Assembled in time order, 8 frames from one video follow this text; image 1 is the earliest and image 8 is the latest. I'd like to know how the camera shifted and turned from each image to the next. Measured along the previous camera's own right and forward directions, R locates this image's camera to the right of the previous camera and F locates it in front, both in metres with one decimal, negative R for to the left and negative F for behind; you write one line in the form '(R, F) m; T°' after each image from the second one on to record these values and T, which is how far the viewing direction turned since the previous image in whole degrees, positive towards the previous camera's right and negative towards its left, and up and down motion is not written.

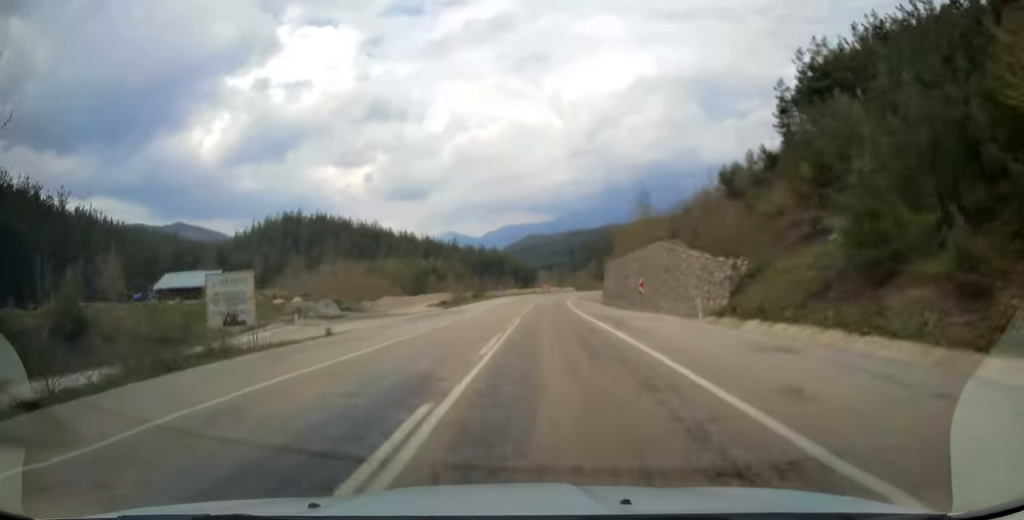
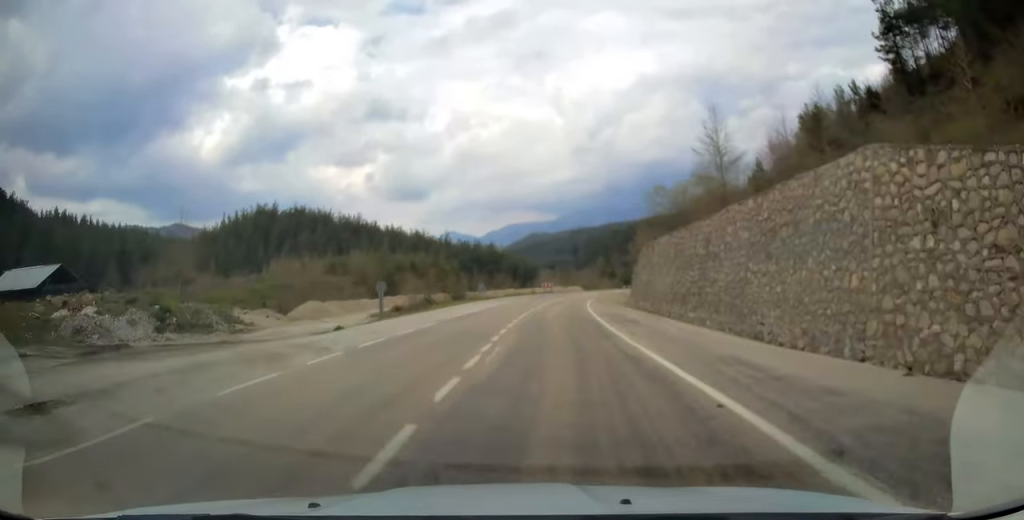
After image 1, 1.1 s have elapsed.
(-0.3, +29.5) m; 0°
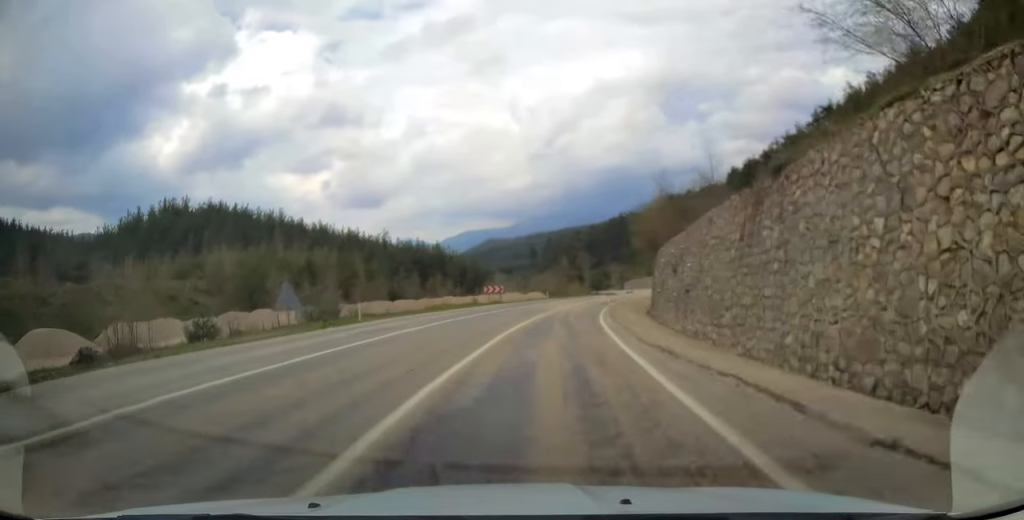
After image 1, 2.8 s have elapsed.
(+1.3, +42.0) m; +4°
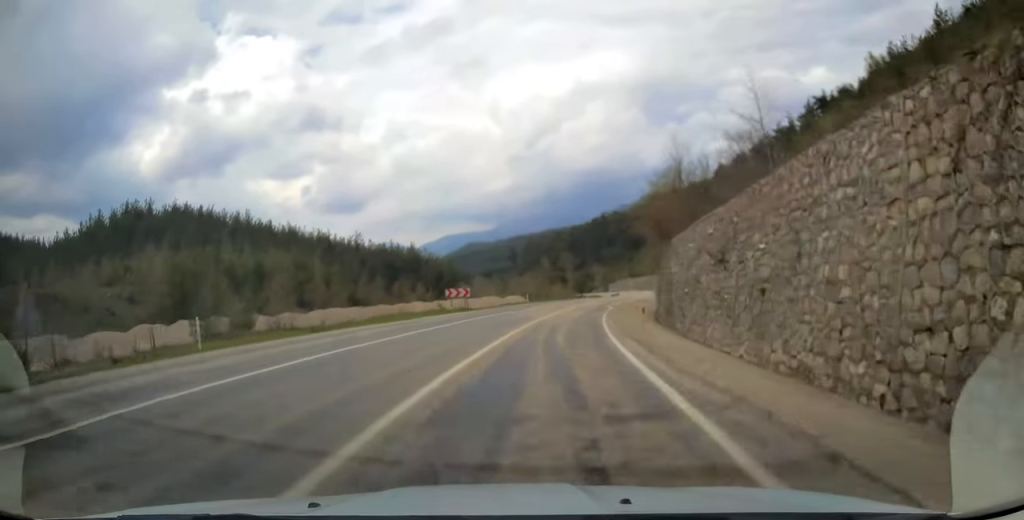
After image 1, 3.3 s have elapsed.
(+0.1, +12.3) m; +2°
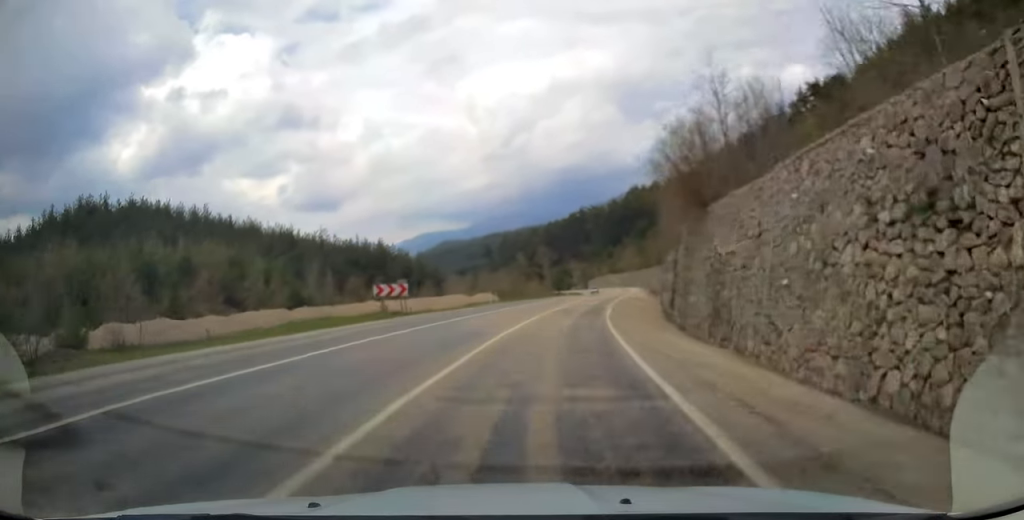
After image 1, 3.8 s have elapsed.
(+0.3, +13.8) m; +2°
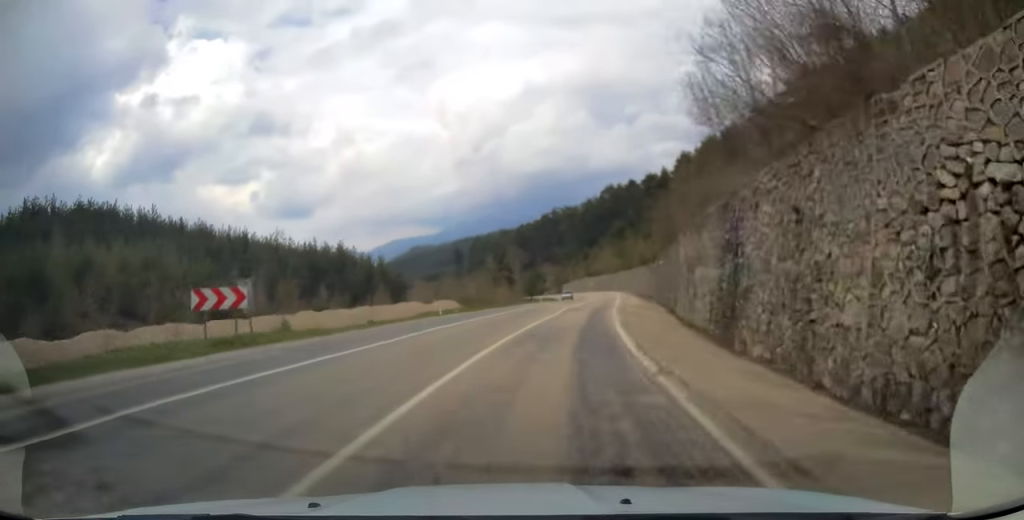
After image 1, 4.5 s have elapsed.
(+0.4, +15.5) m; +3°
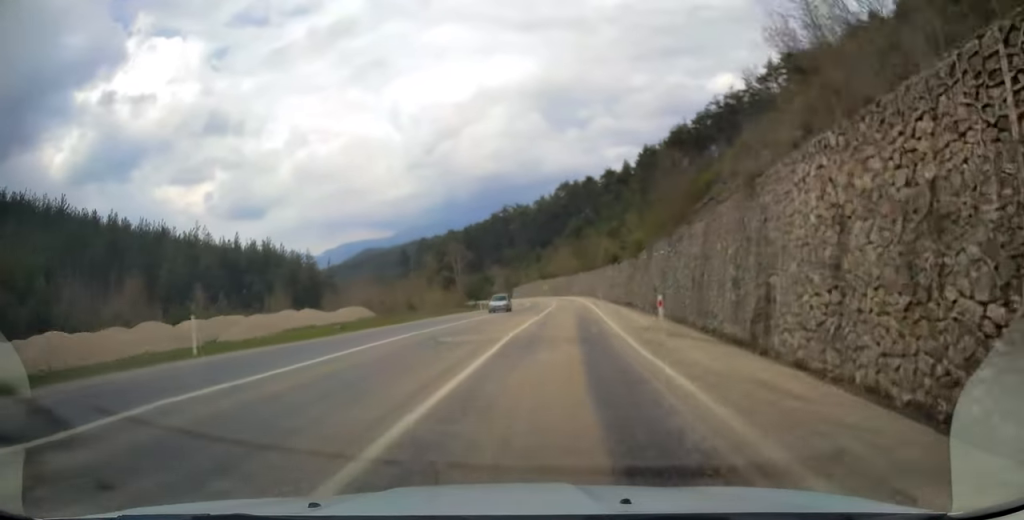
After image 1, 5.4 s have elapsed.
(+0.8, +23.6) m; +3°
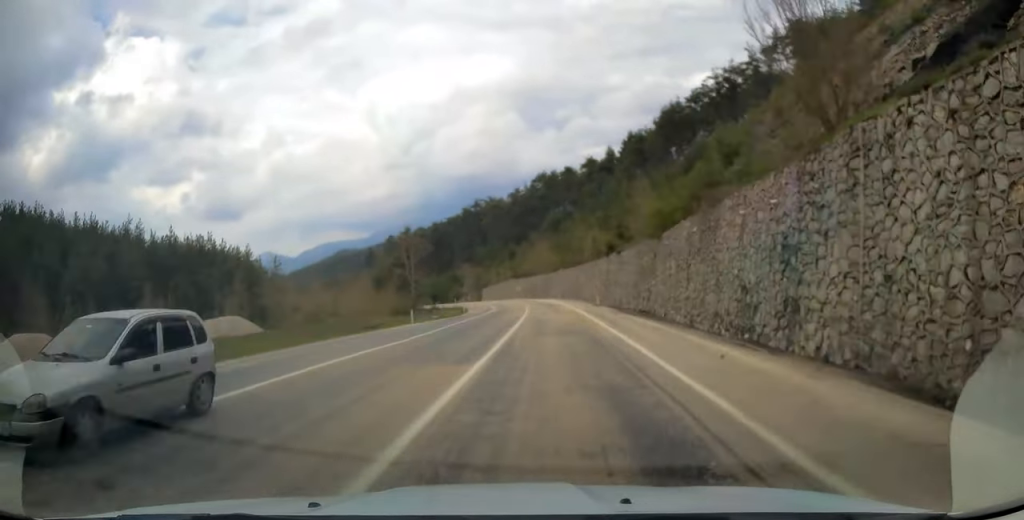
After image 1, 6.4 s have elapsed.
(+0.6, +24.3) m; +2°
